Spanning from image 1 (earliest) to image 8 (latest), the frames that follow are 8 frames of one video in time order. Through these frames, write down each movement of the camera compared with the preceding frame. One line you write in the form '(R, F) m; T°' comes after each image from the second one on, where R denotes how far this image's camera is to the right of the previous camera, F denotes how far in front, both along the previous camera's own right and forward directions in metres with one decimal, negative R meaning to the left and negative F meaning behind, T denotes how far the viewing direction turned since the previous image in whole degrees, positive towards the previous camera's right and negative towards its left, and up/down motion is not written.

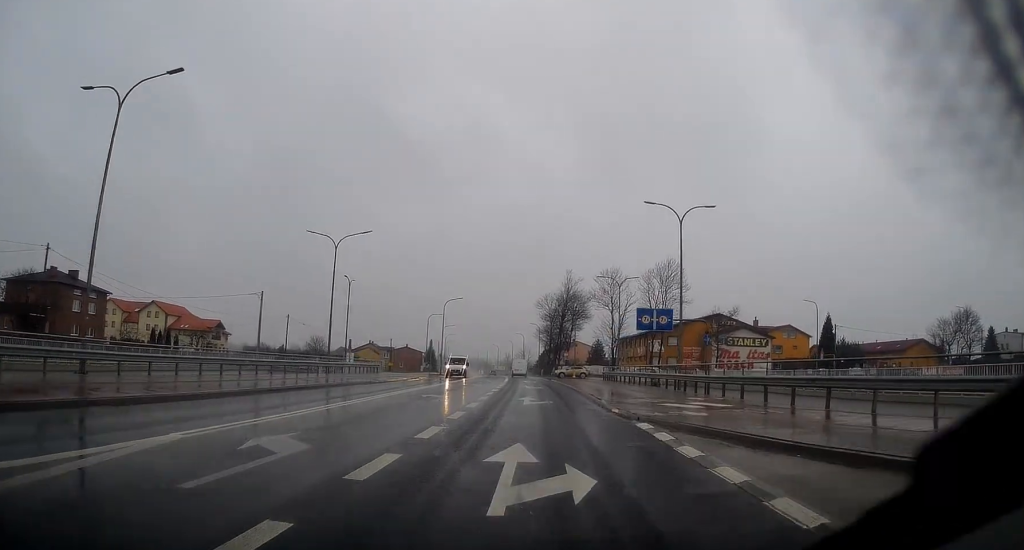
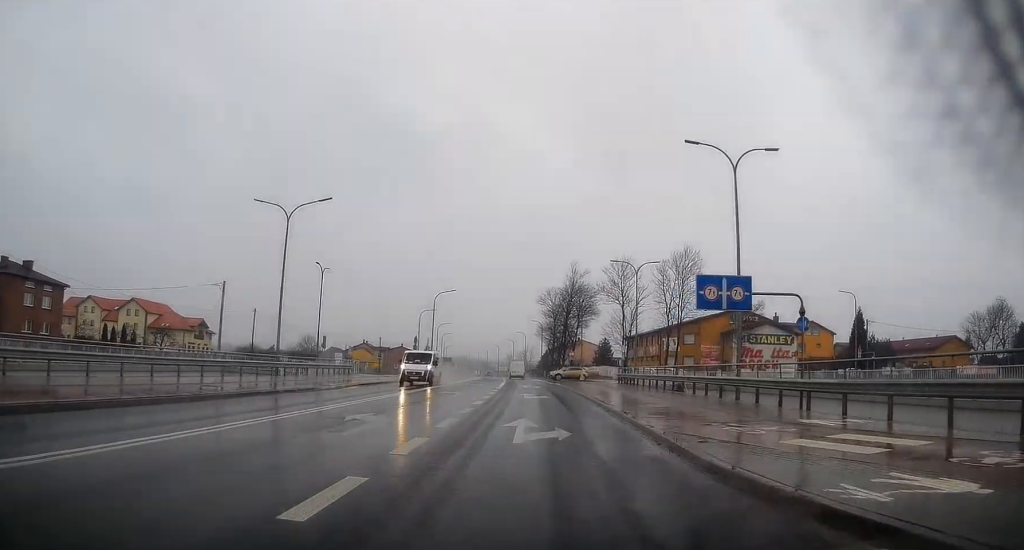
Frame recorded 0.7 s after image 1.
(-0.1, +10.1) m; 0°
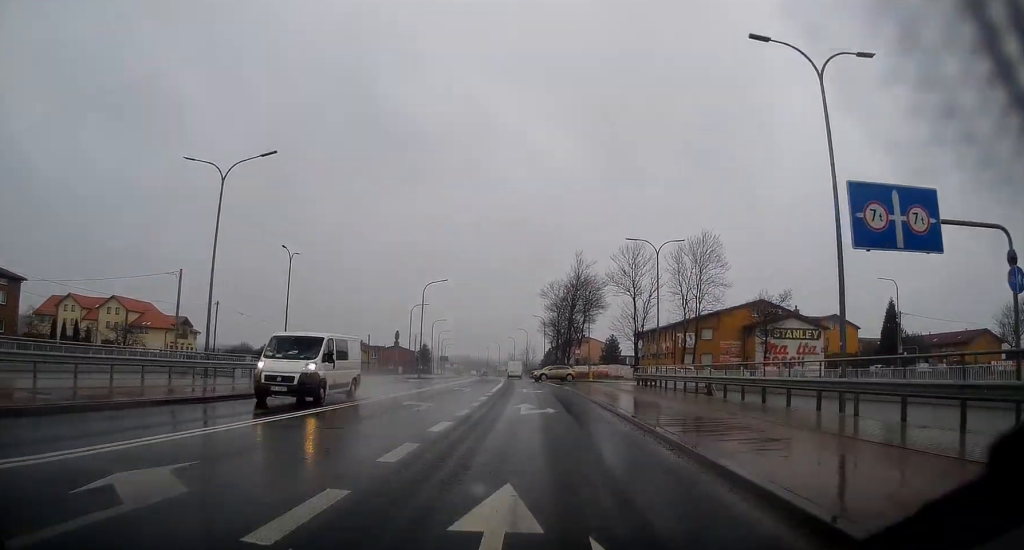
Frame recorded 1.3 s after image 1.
(0.0, +9.0) m; +1°
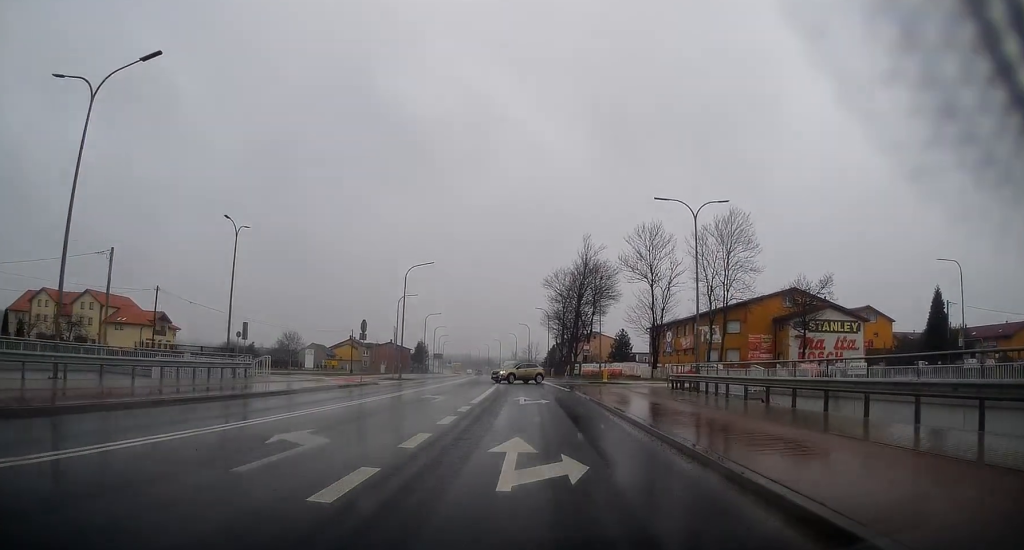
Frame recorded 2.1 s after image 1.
(+0.2, +10.8) m; 0°
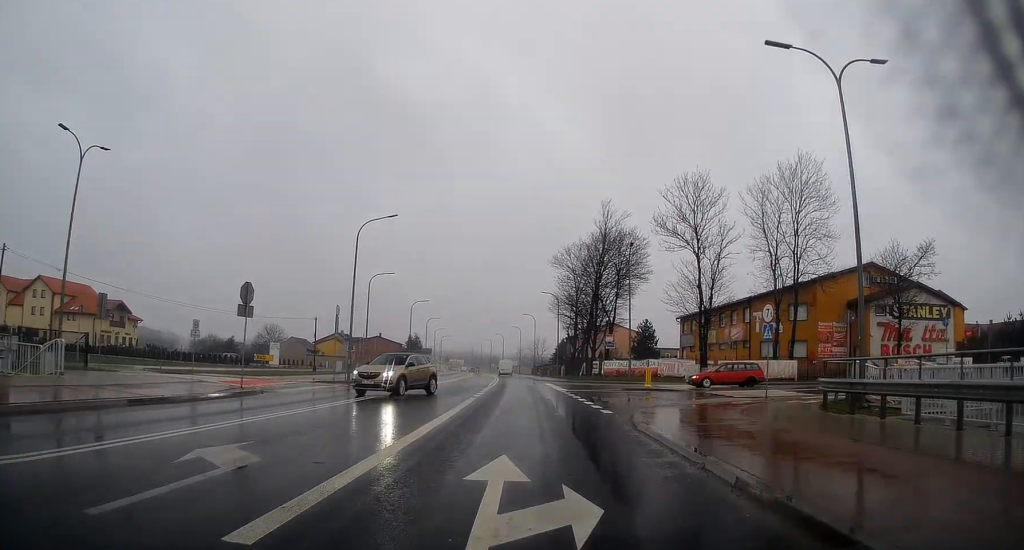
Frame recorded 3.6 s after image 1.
(-0.2, +18.2) m; -2°
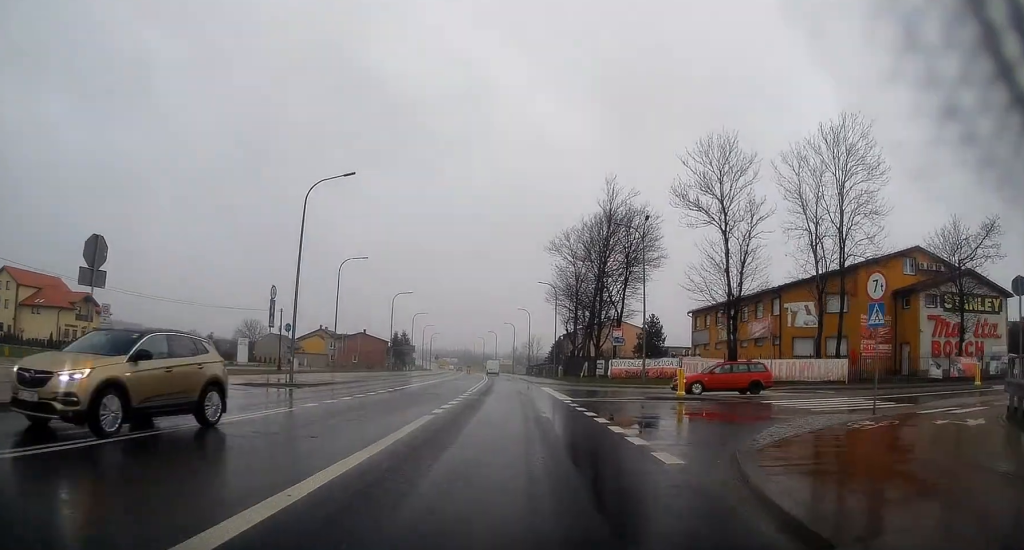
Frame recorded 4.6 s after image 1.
(-0.2, +10.1) m; +1°
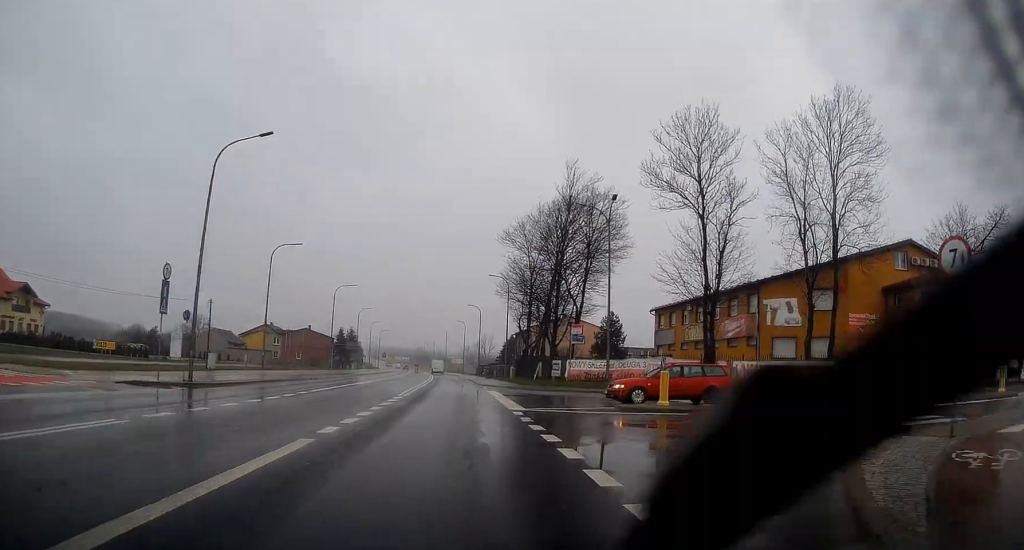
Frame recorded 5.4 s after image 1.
(0.0, +6.6) m; +4°
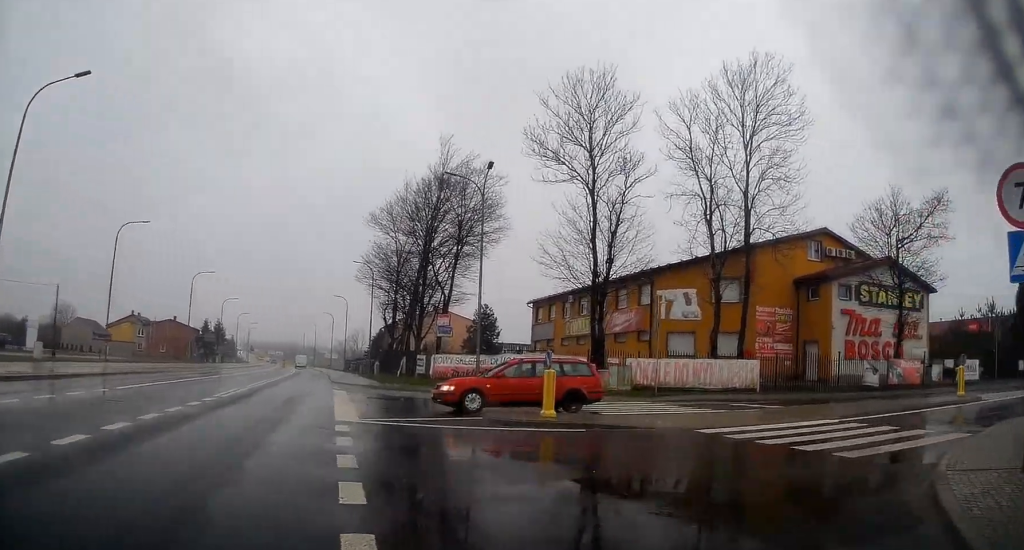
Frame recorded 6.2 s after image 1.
(+0.4, +5.8) m; +9°
